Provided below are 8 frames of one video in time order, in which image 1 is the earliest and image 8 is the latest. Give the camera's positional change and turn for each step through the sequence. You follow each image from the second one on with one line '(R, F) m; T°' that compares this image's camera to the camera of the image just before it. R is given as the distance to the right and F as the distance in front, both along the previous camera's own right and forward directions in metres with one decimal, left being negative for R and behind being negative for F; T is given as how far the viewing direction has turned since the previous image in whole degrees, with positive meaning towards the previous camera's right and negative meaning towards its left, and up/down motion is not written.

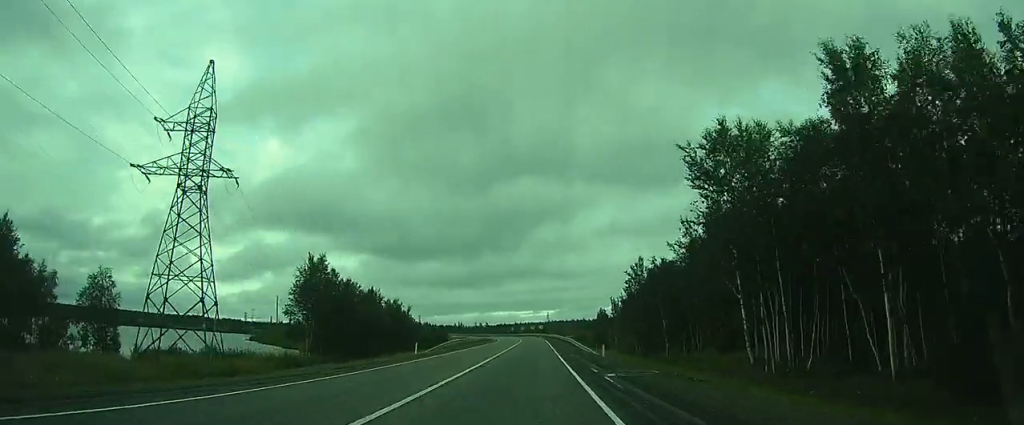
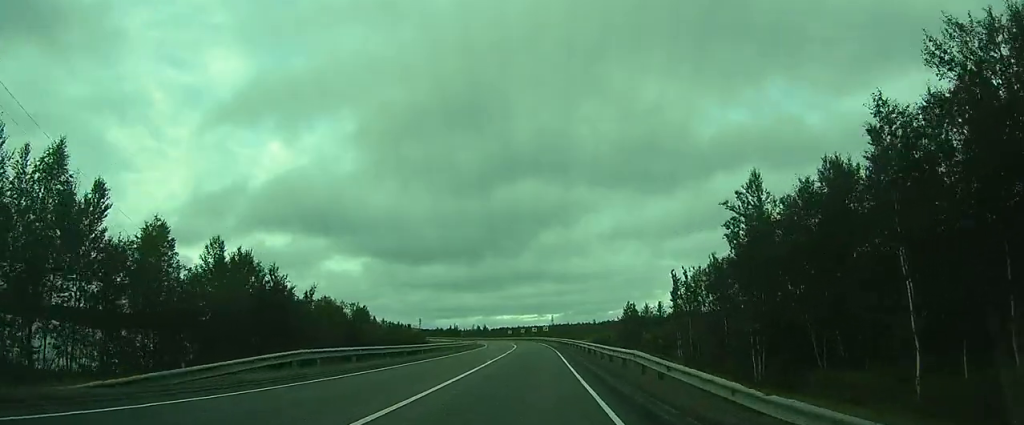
(+0.2, +35.9) m; 0°
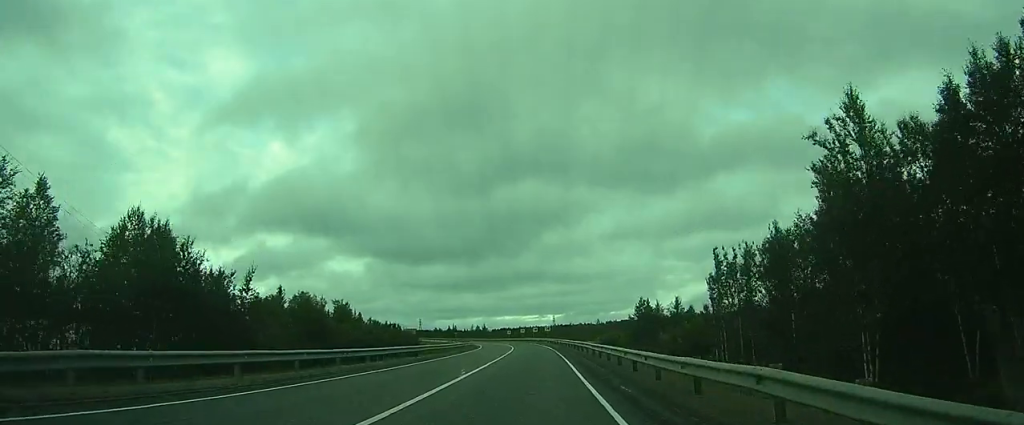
(0.0, +10.9) m; 0°
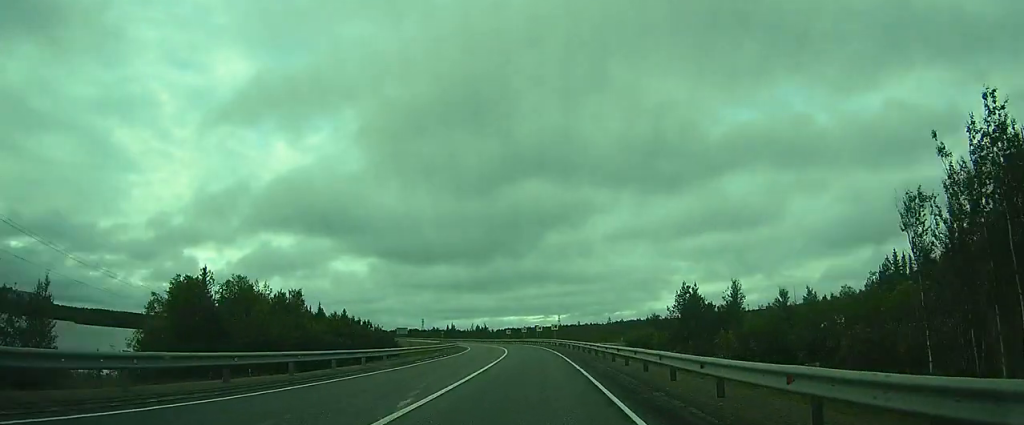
(0.0, +22.5) m; 0°
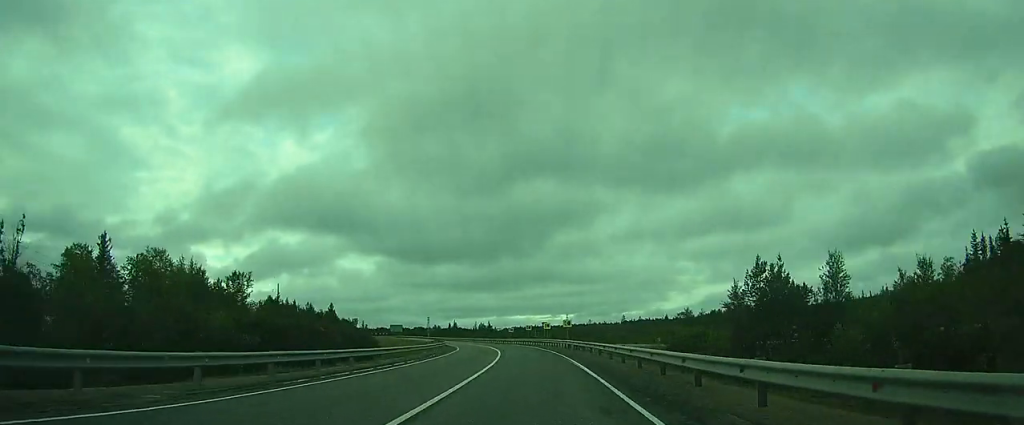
(0.0, +18.9) m; 0°
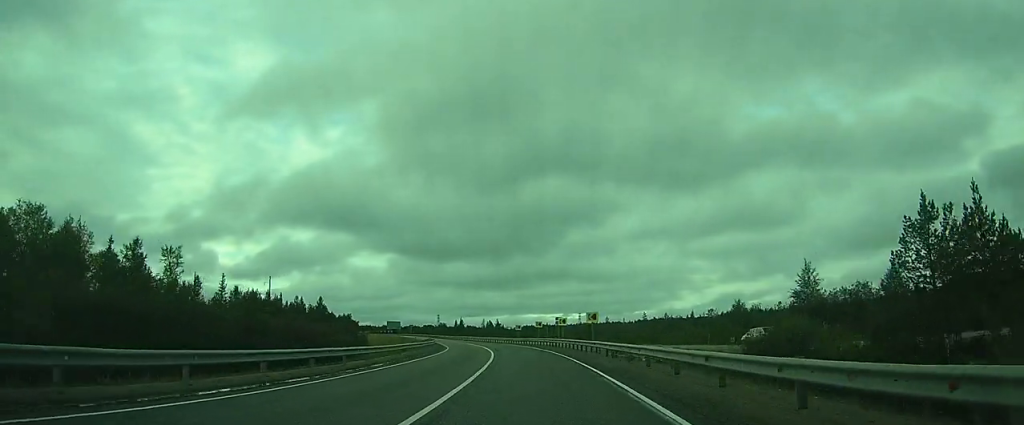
(-0.2, +17.5) m; 0°
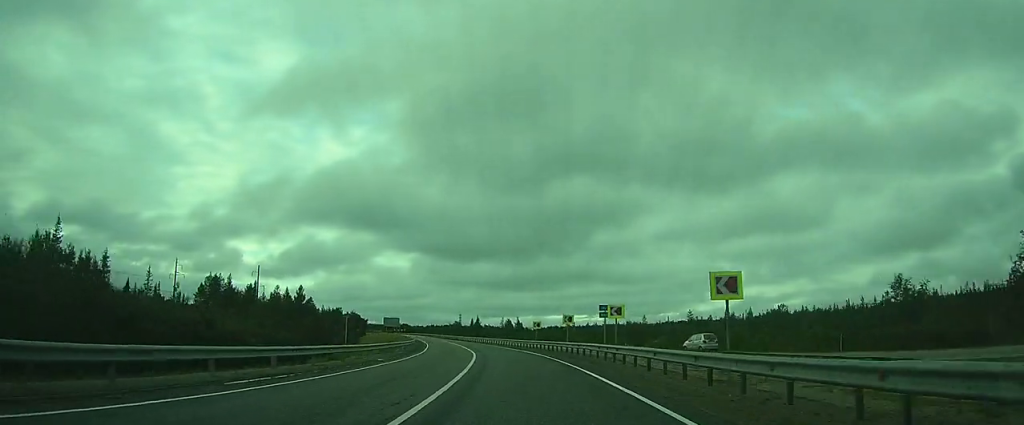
(-0.1, +27.0) m; -2°
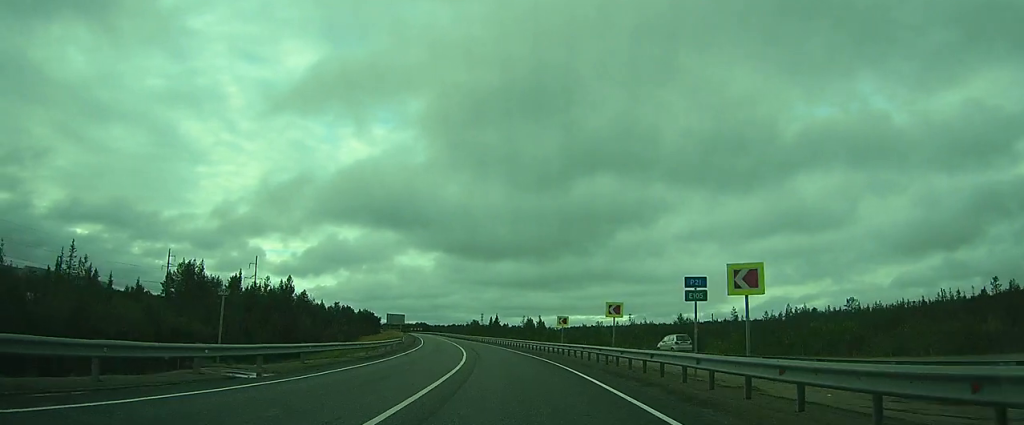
(-0.6, +16.2) m; -2°
